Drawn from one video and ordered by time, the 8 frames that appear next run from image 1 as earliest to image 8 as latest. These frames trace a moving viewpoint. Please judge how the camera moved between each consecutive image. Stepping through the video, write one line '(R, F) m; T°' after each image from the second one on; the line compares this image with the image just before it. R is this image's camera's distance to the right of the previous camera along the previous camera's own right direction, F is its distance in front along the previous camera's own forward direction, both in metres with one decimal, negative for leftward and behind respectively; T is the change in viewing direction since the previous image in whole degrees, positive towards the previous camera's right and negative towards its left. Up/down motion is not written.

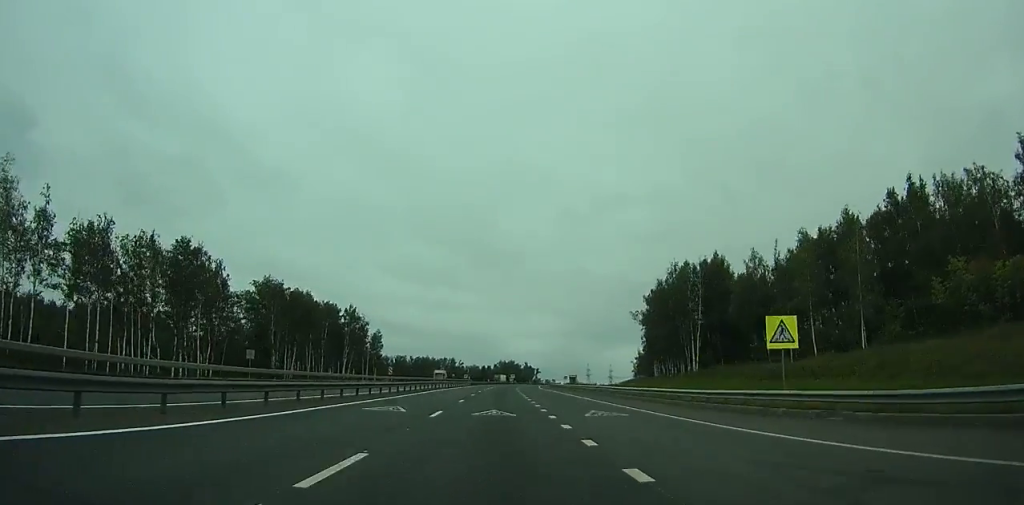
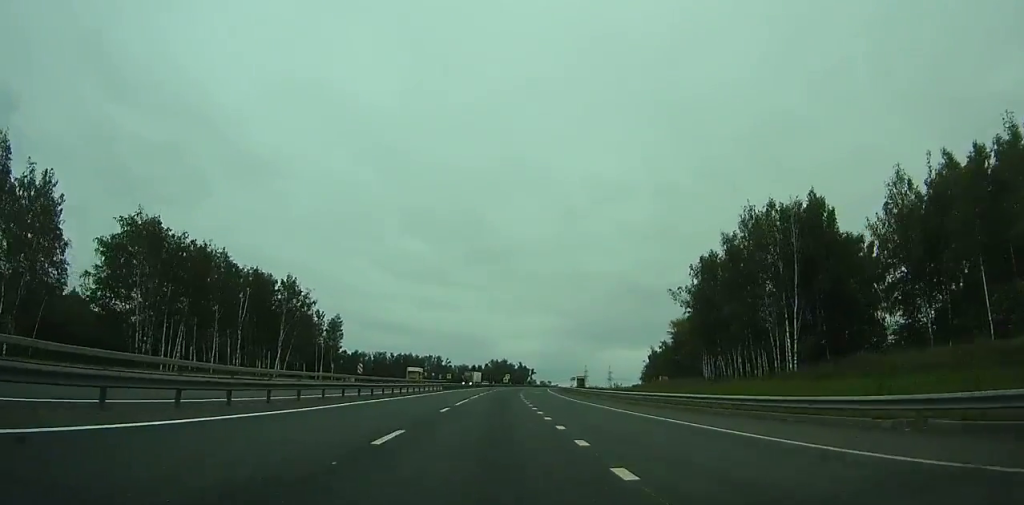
(-0.1, +44.7) m; +1°
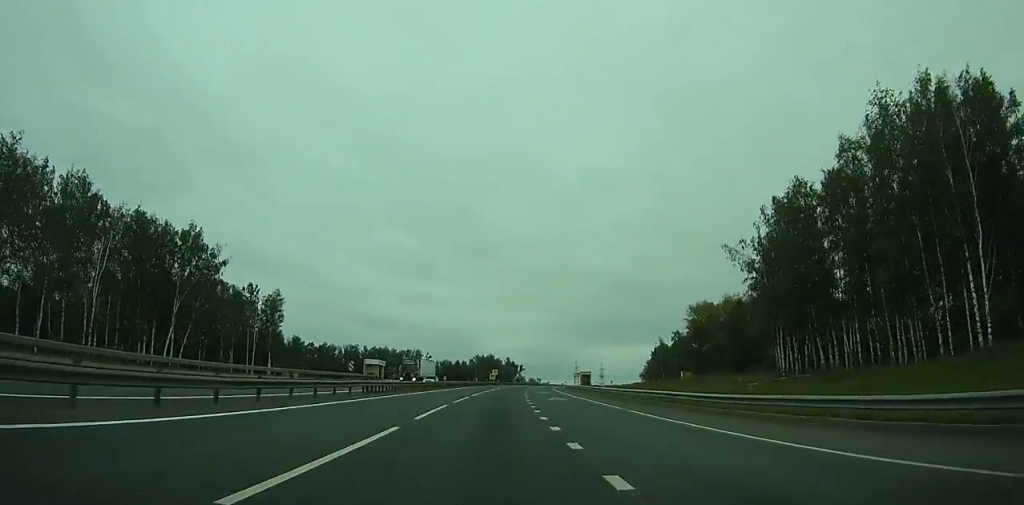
(+0.5, +38.0) m; +1°
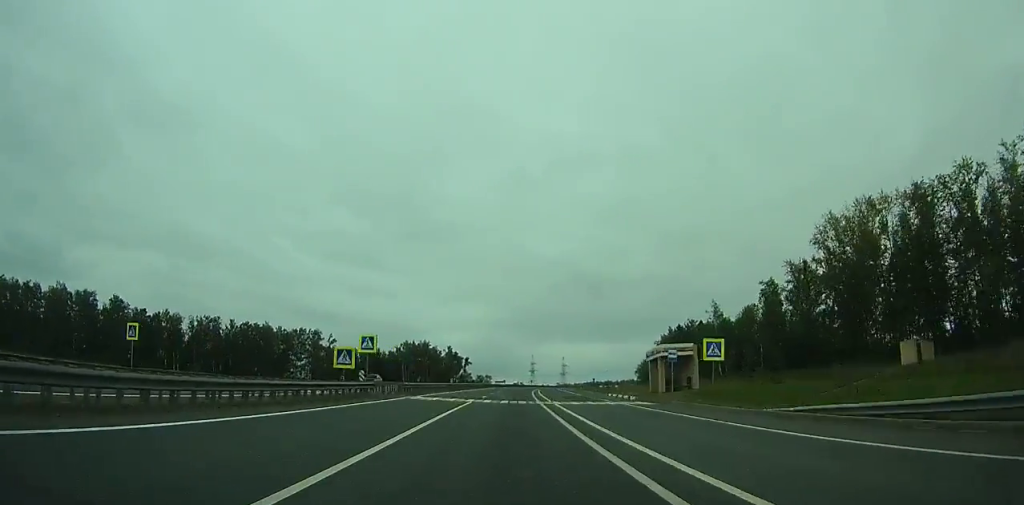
(+4.1, +114.8) m; +5°
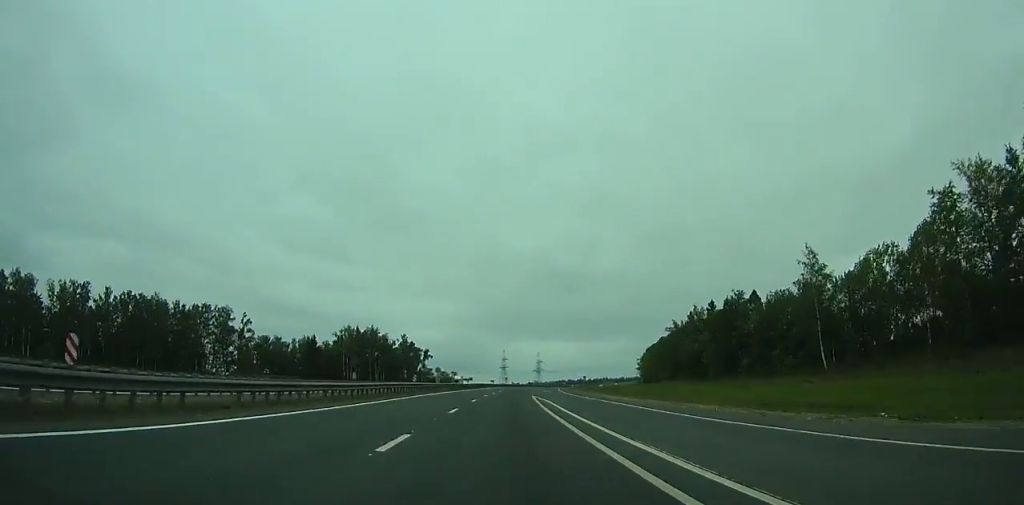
(+1.9, +57.5) m; +3°
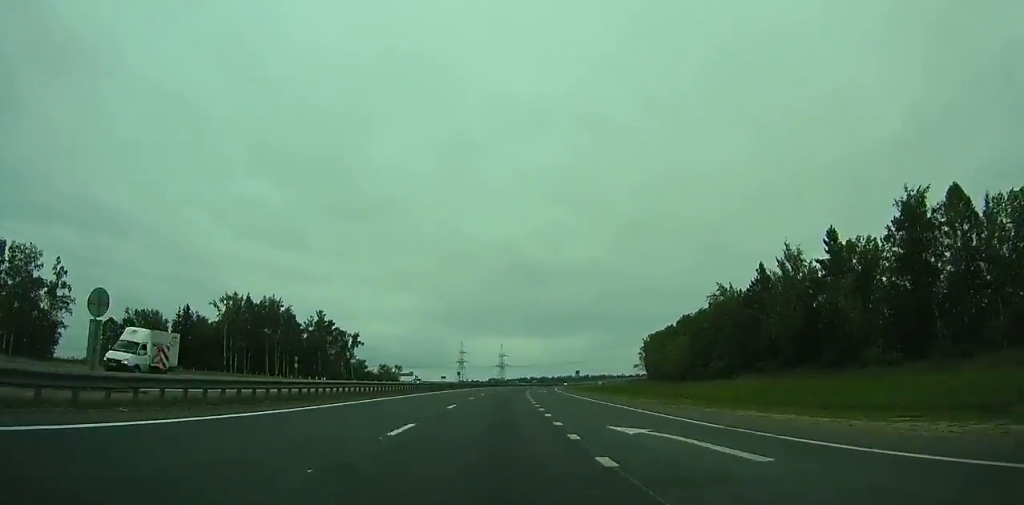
(+2.3, +67.0) m; +4°
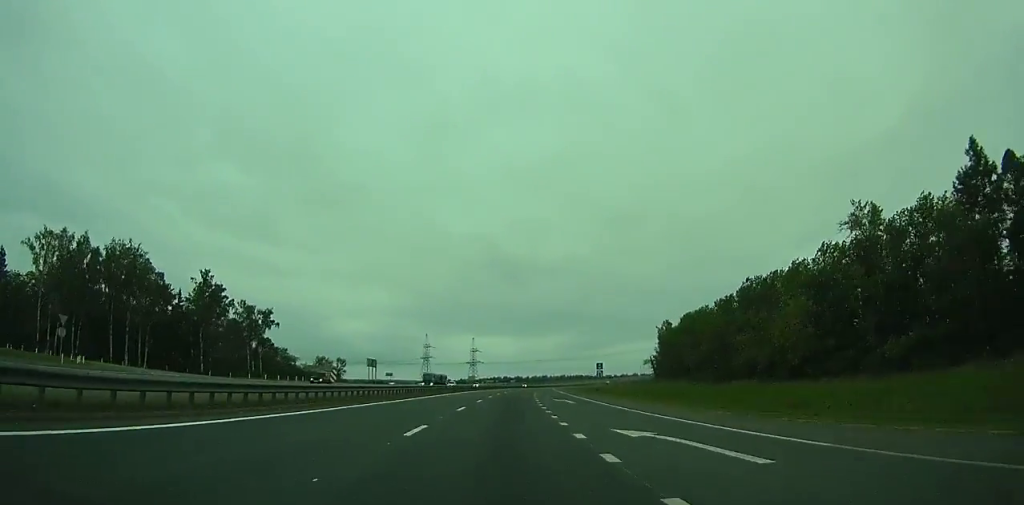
(+1.4, +55.3) m; +3°
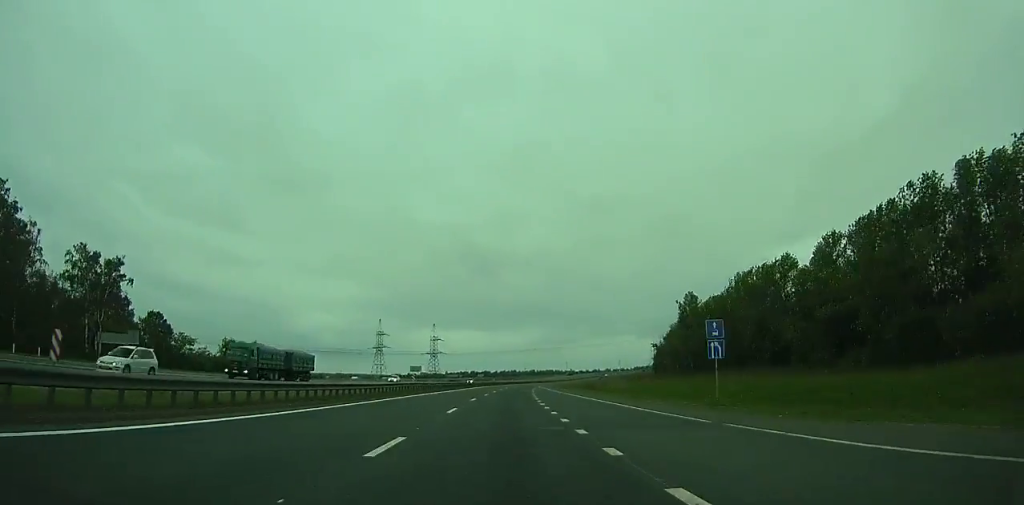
(+0.8, +48.4) m; +3°
